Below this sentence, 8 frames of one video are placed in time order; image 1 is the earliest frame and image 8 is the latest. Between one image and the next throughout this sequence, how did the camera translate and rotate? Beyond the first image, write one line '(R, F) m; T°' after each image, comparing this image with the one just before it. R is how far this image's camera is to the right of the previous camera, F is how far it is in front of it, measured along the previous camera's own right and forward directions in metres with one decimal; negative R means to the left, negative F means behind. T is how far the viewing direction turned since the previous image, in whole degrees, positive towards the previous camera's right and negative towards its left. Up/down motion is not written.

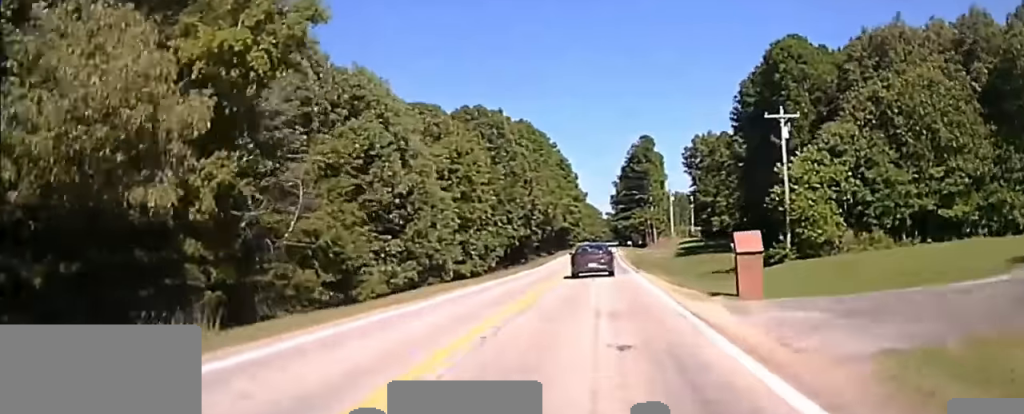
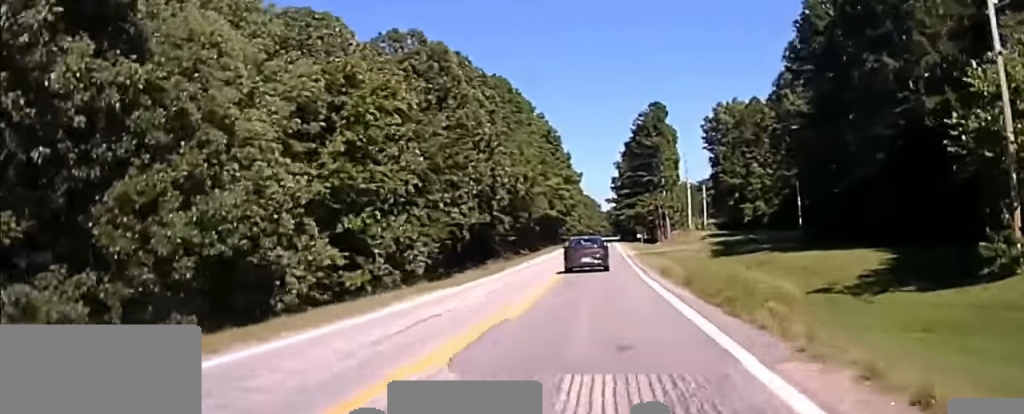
(0.0, +29.1) m; 0°
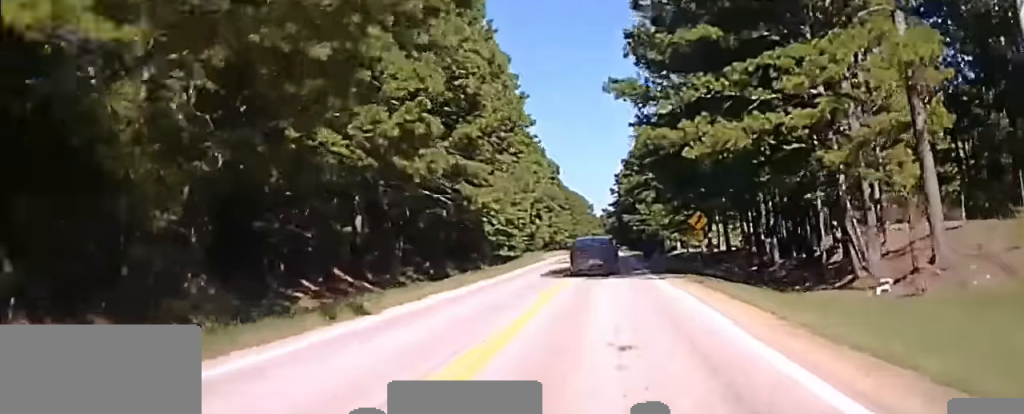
(0.0, +92.6) m; 0°
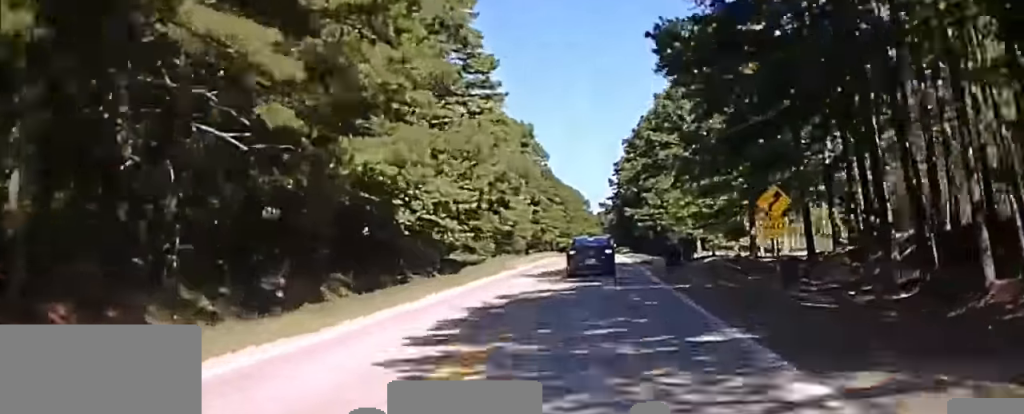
(0.0, +24.4) m; 0°
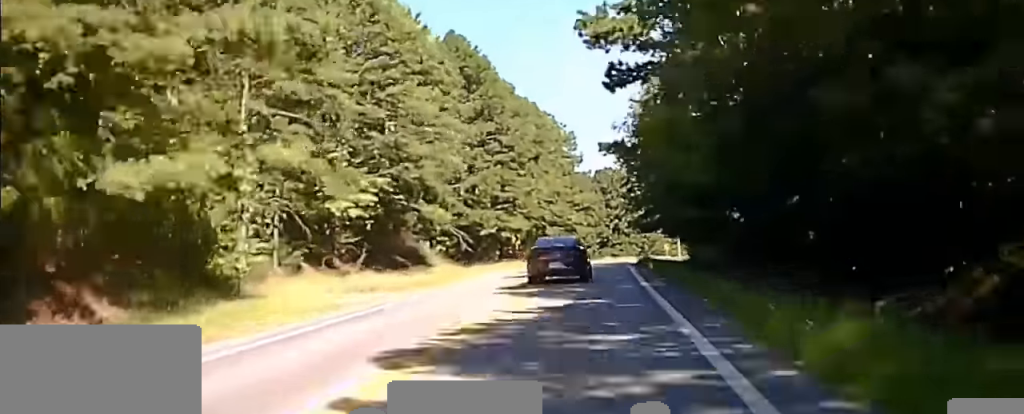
(+1.1, +127.6) m; +1°
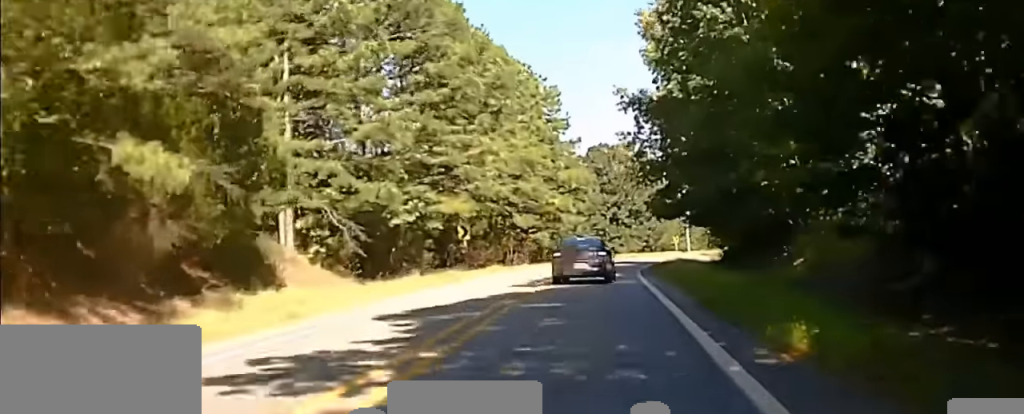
(-0.1, +33.2) m; +1°
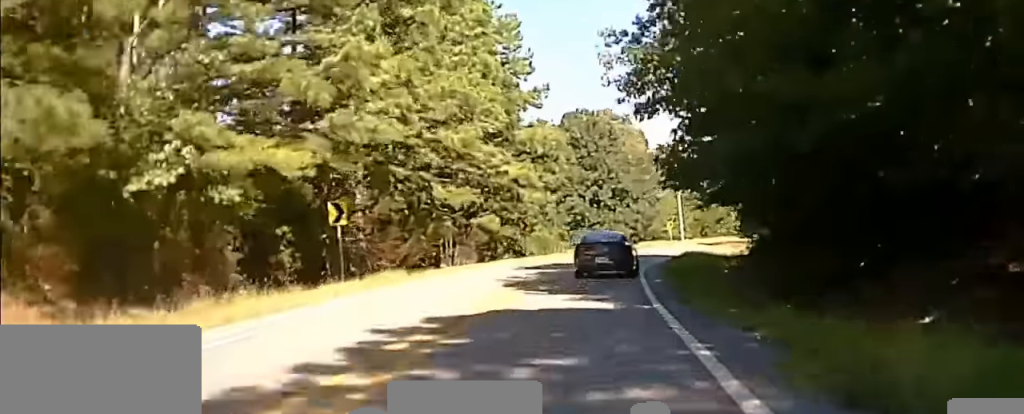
(+0.3, +22.8) m; +1°
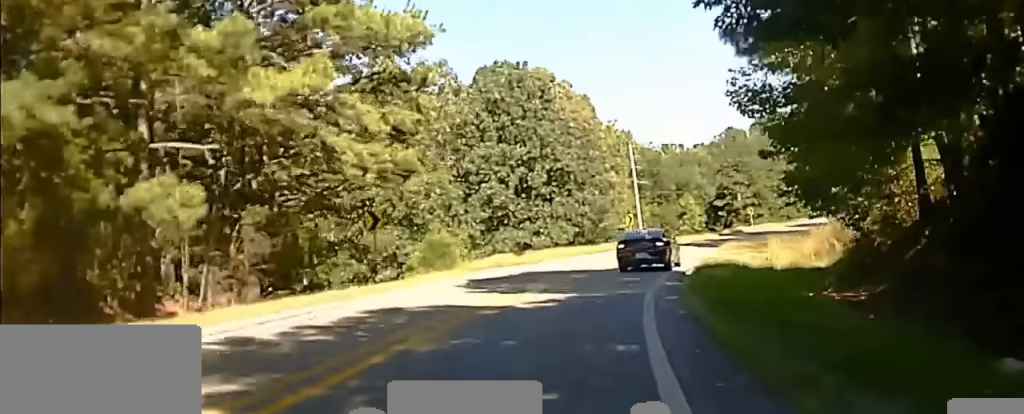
(+0.6, +28.6) m; +3°
